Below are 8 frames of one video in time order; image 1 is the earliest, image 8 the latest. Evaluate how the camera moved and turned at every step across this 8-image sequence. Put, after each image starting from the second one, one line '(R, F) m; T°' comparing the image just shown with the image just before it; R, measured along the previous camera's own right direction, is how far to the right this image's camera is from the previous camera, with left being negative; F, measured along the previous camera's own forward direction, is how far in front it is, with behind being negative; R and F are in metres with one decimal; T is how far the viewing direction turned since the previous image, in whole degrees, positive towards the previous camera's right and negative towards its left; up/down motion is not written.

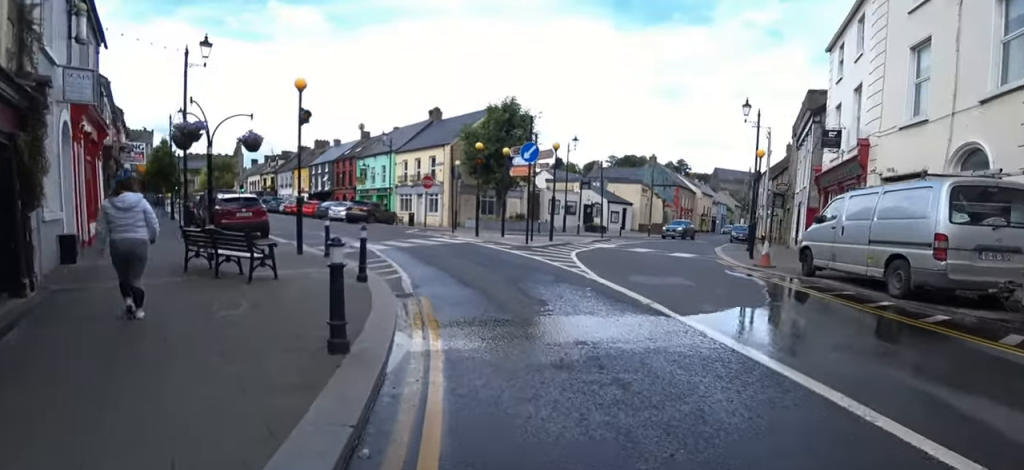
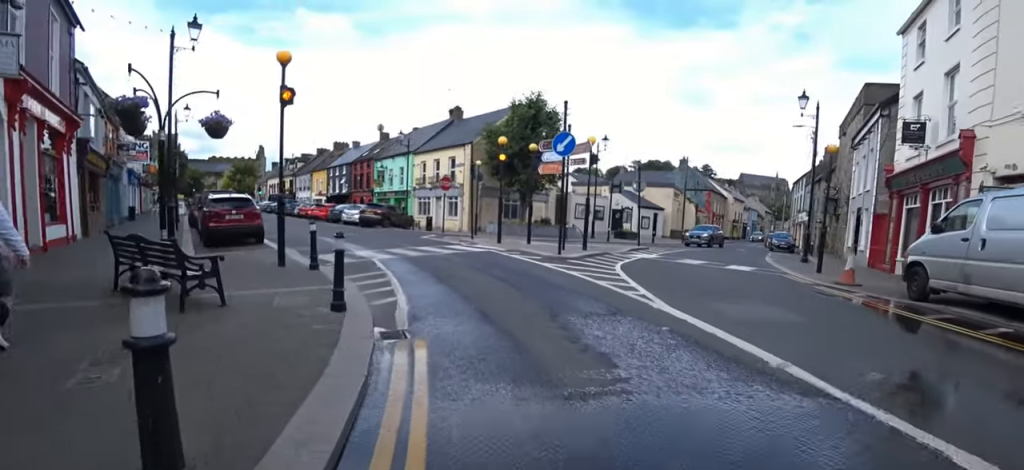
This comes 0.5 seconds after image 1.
(-0.1, +1.8) m; -7°
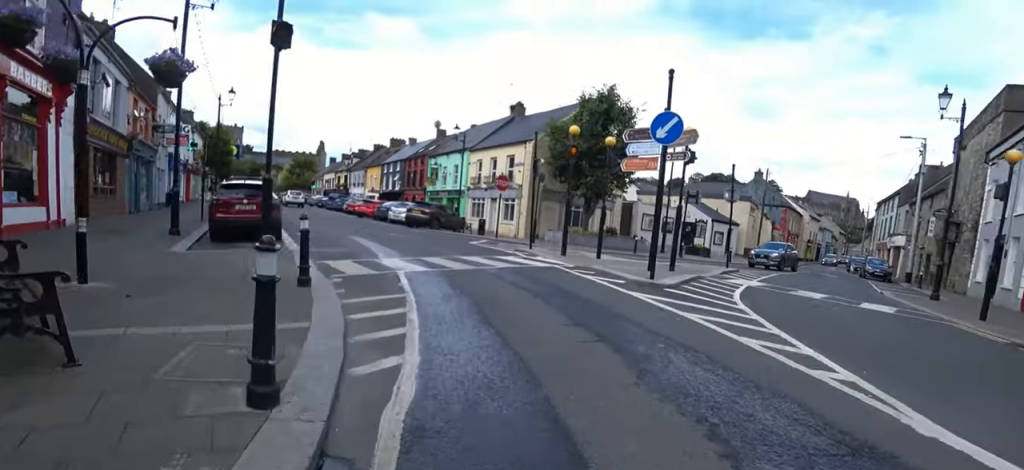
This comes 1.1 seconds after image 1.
(-0.2, +2.5) m; -7°
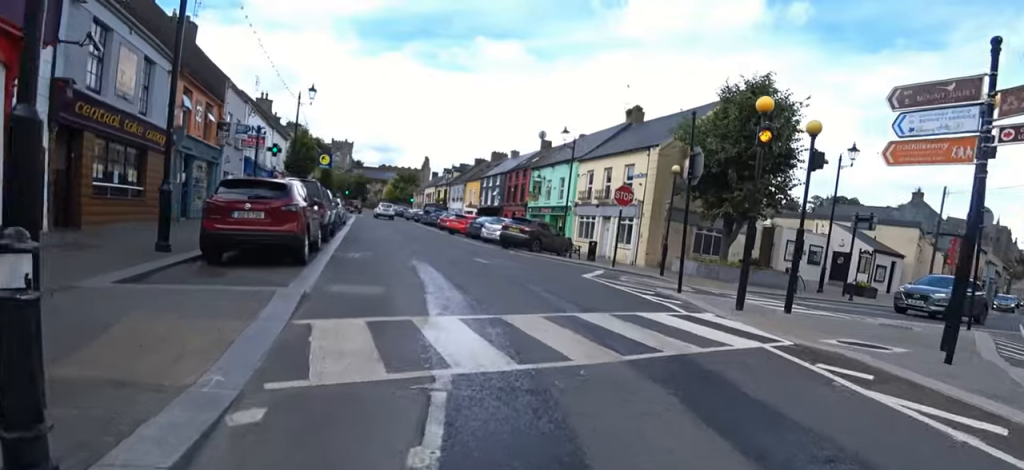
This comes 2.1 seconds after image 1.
(-0.4, +4.2) m; -5°
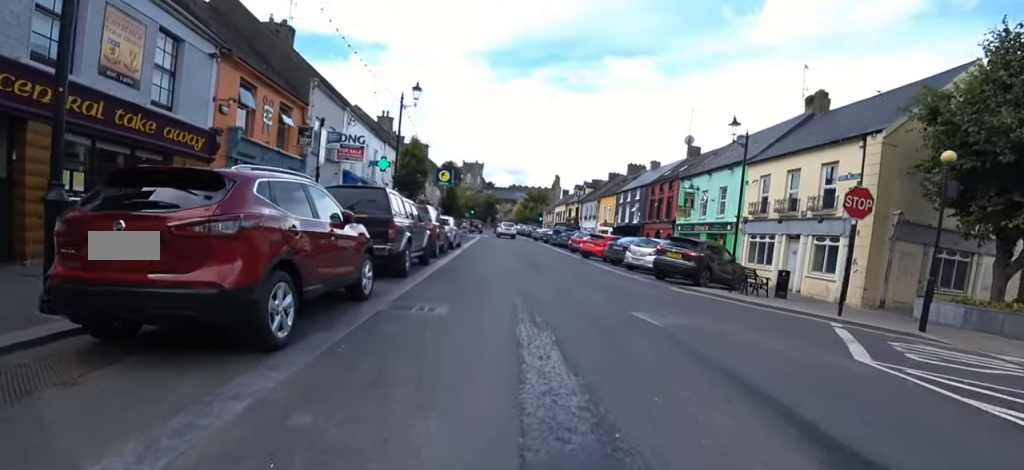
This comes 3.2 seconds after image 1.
(+0.1, +4.8) m; -13°
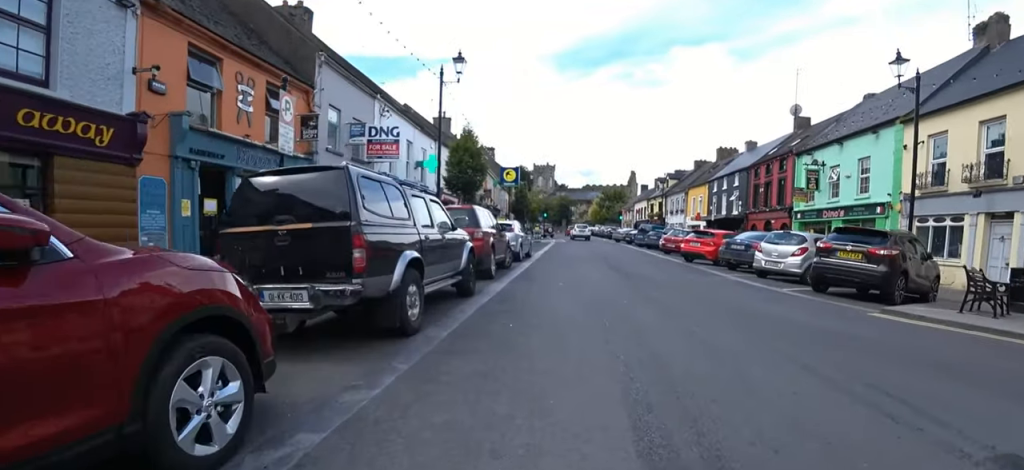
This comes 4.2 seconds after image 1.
(-1.0, +4.0) m; -12°
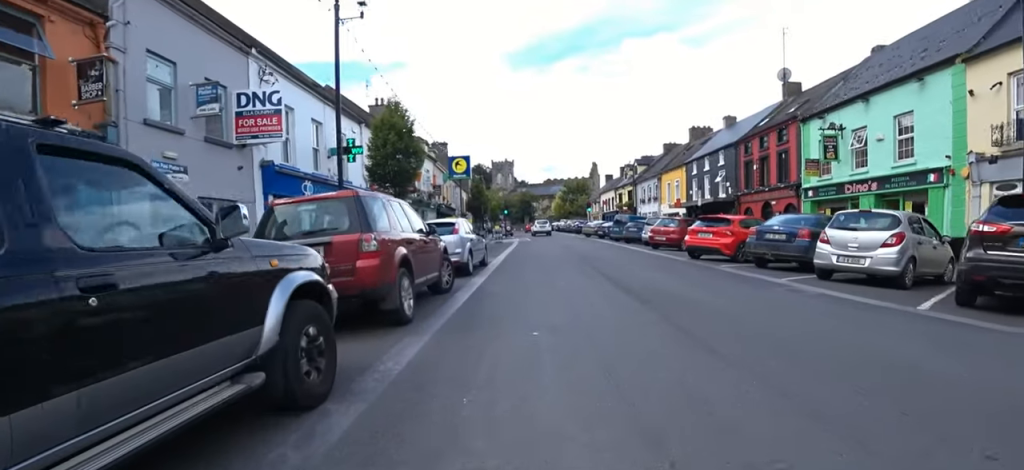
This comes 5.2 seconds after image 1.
(+0.2, +4.7) m; +10°
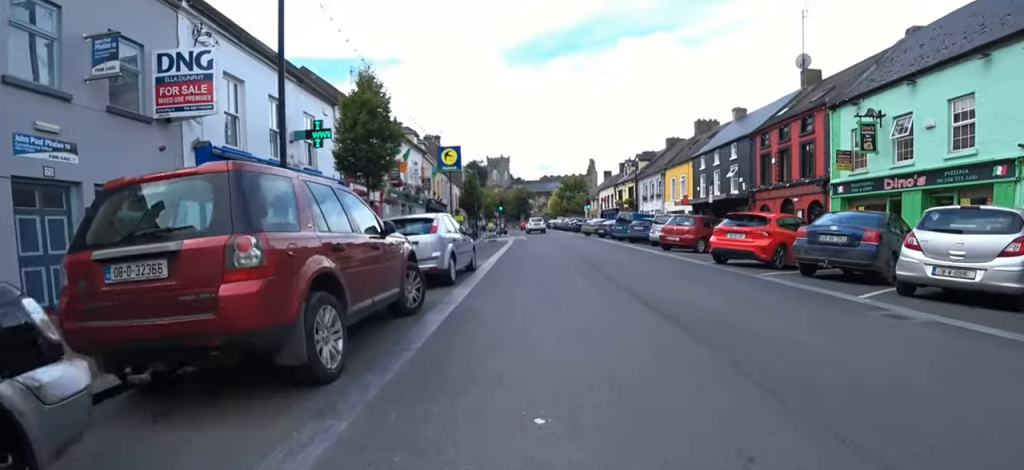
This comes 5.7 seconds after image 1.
(+0.2, +2.3) m; +2°
